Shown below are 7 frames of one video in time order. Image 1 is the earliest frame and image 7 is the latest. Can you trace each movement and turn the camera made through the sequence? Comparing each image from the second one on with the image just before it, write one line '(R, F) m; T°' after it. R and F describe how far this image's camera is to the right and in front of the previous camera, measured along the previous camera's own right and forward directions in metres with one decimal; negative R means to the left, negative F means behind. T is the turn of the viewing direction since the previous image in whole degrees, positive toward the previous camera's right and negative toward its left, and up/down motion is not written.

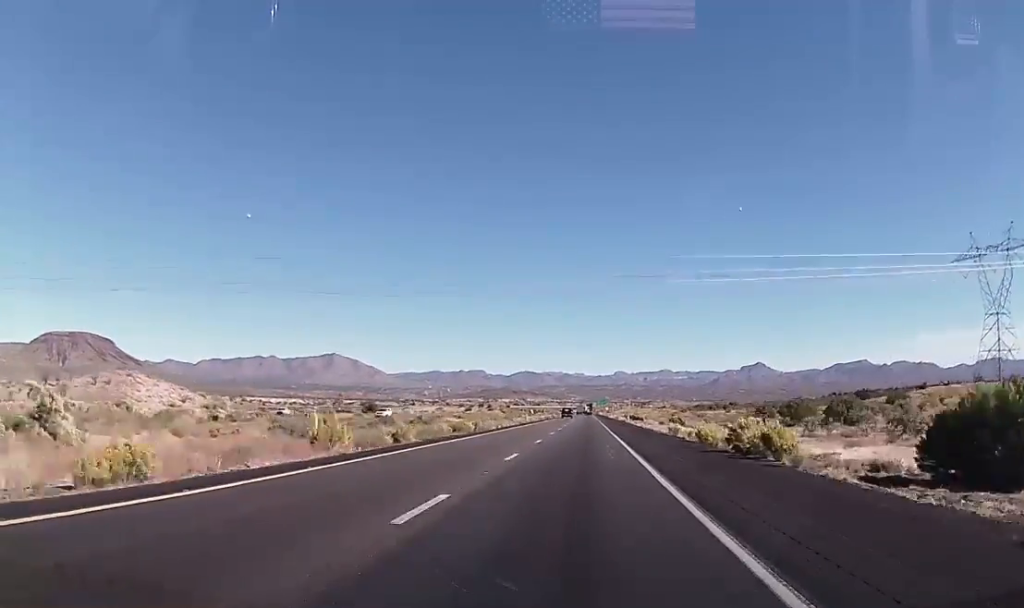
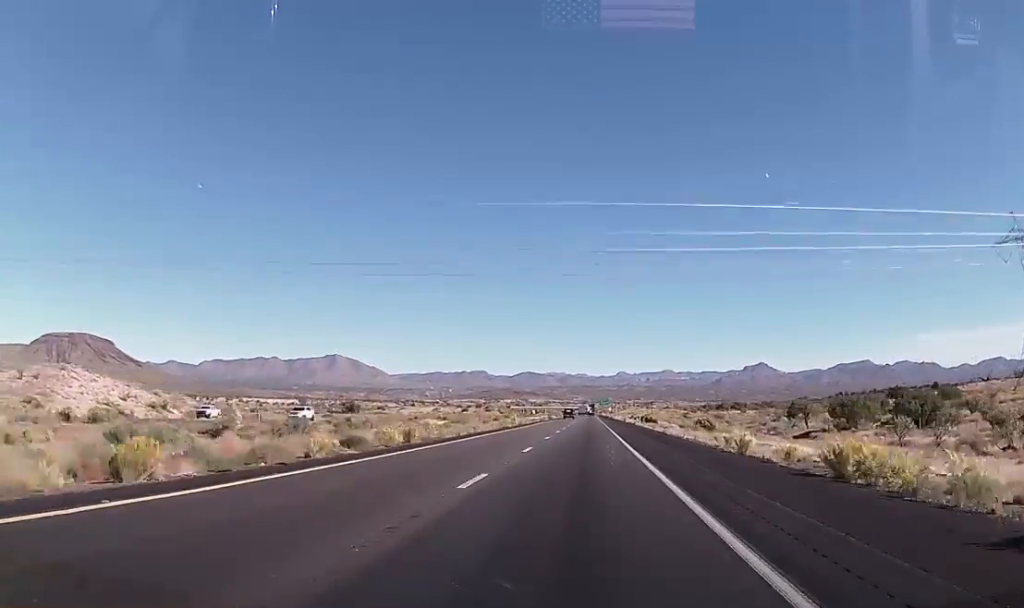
(+0.4, +21.3) m; 0°
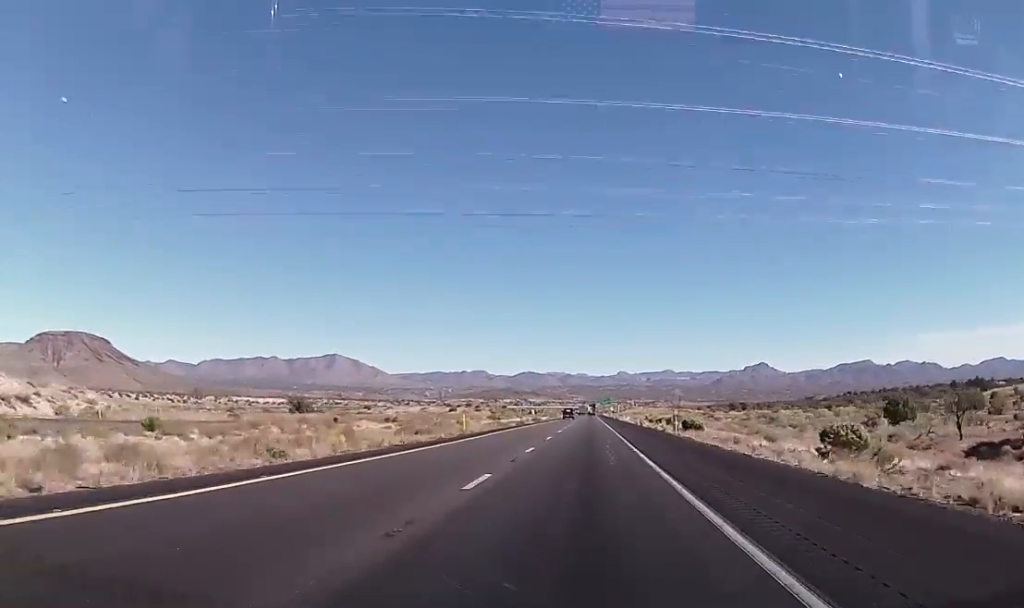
(-0.4, +37.7) m; -1°
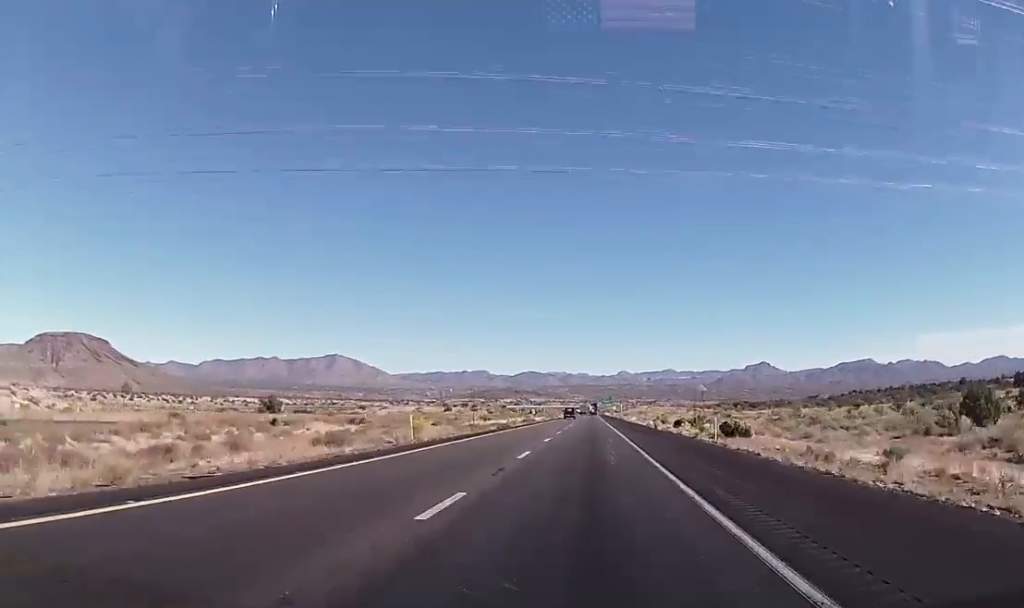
(0.0, +16.4) m; 0°
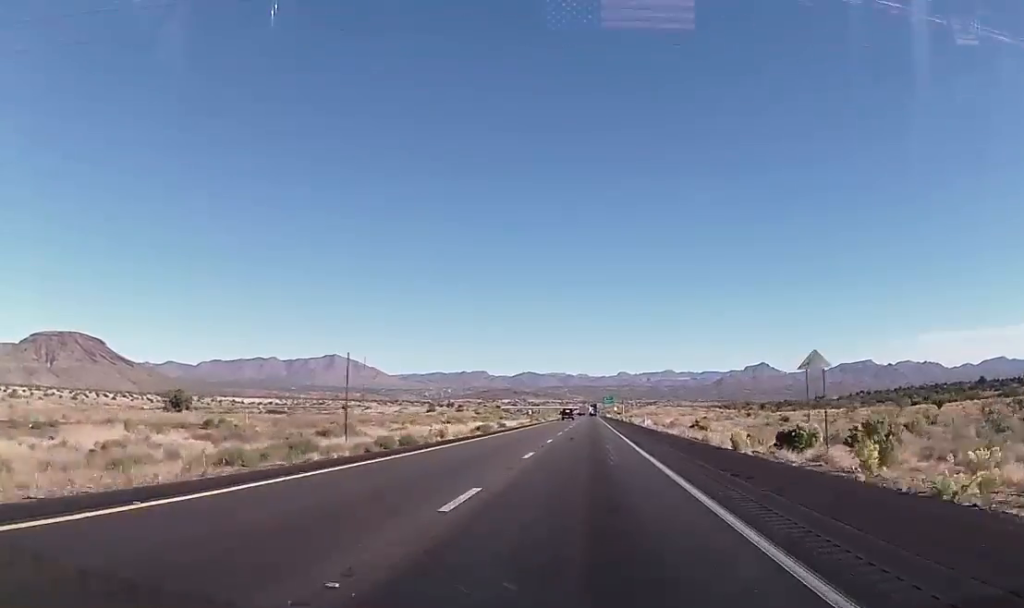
(0.0, +36.5) m; 0°
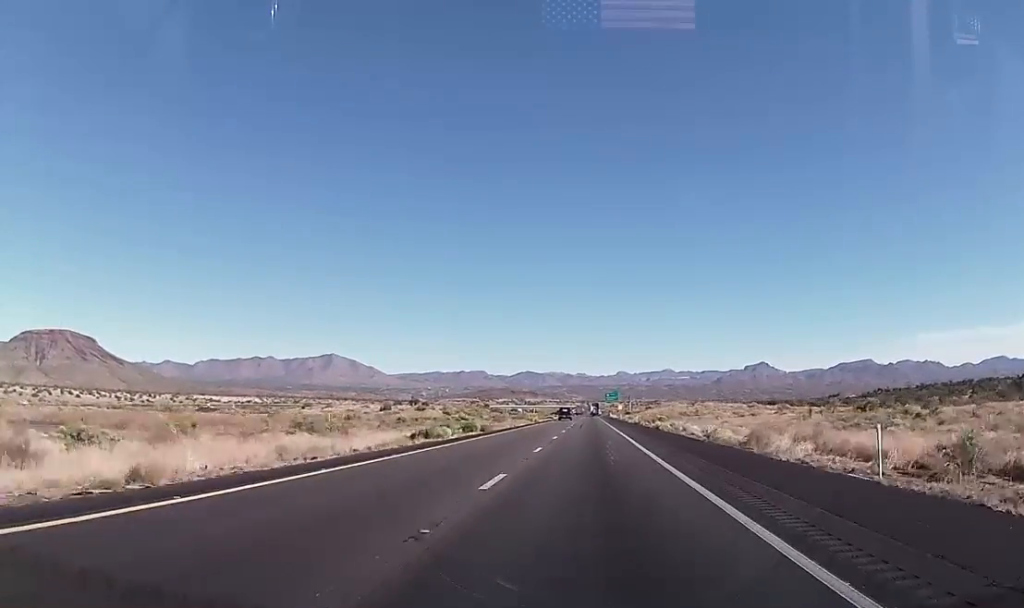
(+0.8, +71.8) m; 0°
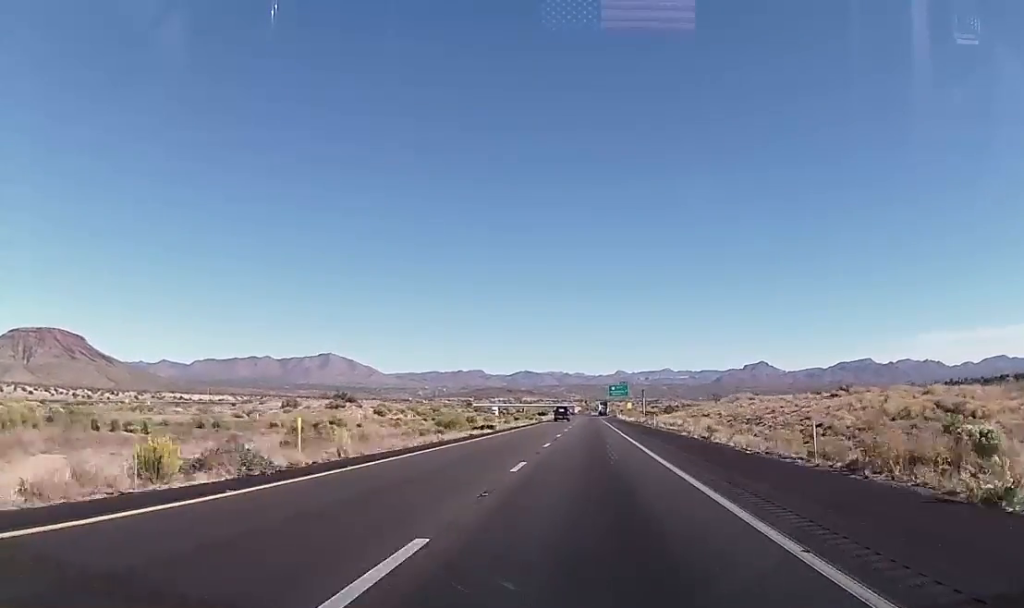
(-0.5, +82.9) m; 0°
